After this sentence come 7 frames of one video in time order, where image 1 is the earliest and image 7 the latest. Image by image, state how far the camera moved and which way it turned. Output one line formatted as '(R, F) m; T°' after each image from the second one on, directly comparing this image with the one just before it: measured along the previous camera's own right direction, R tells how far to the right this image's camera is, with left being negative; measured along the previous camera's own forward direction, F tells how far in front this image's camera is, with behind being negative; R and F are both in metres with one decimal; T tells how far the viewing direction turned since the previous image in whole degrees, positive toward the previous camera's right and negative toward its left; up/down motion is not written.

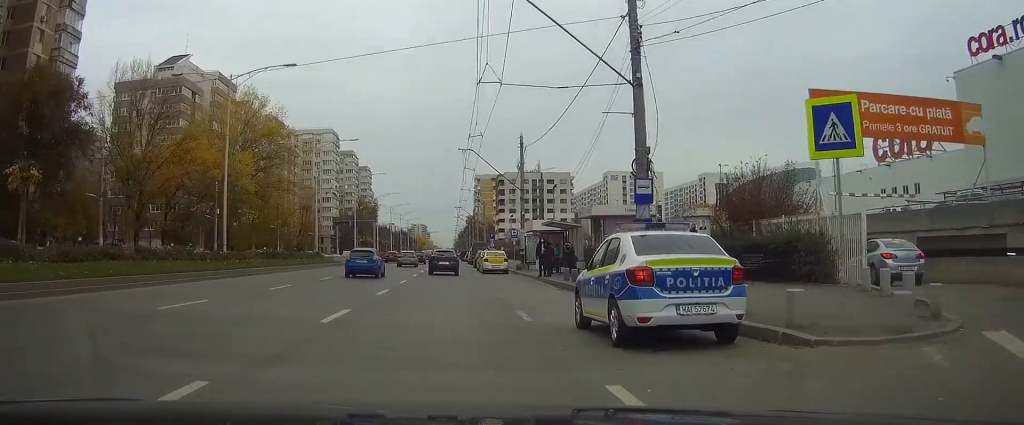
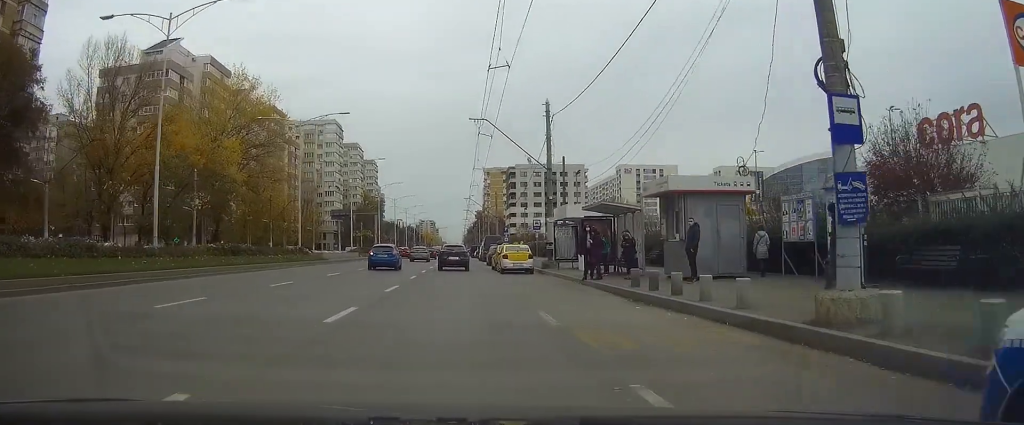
(0.0, +9.3) m; -1°
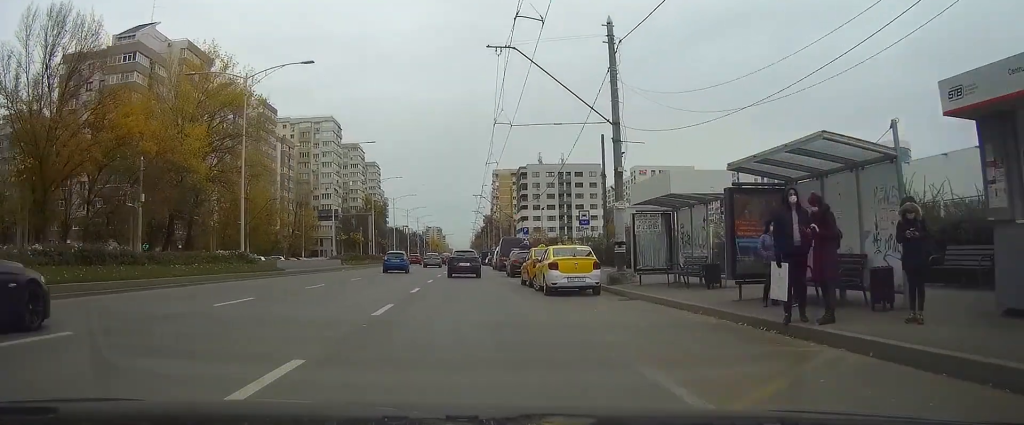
(-0.3, +15.6) m; -1°
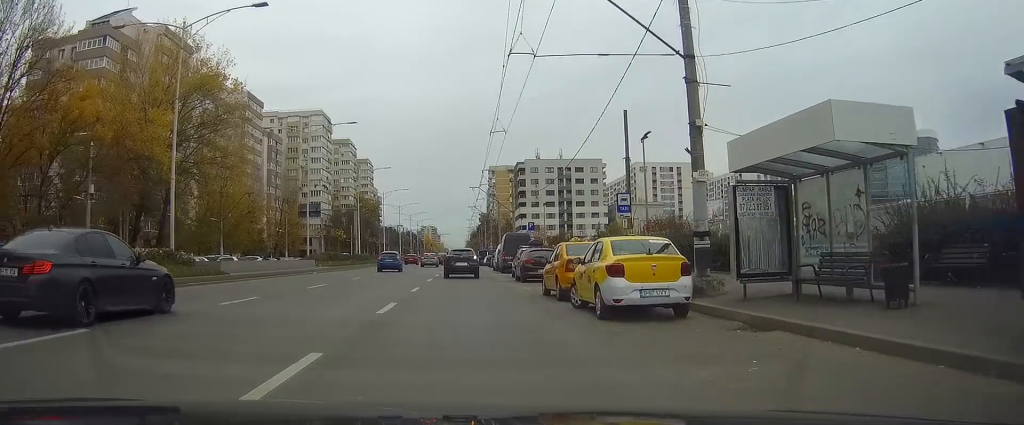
(-0.1, +8.7) m; +1°
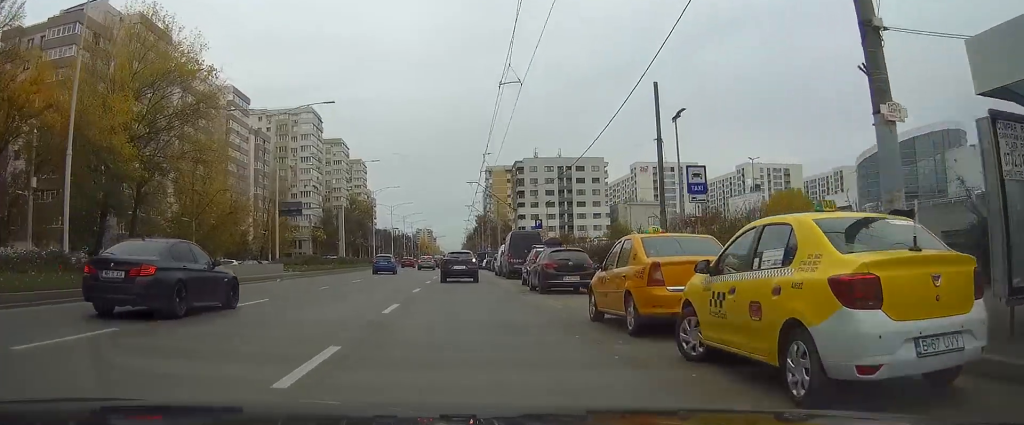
(+0.2, +8.0) m; 0°
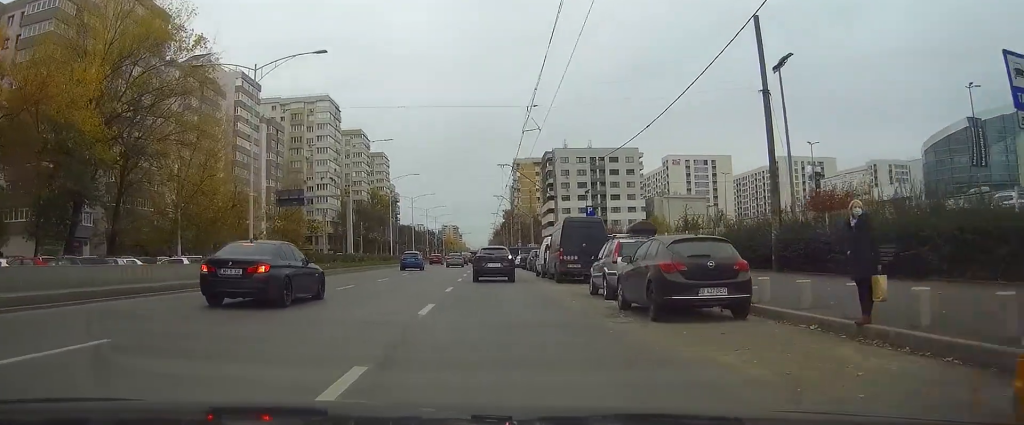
(-0.1, +10.5) m; -1°
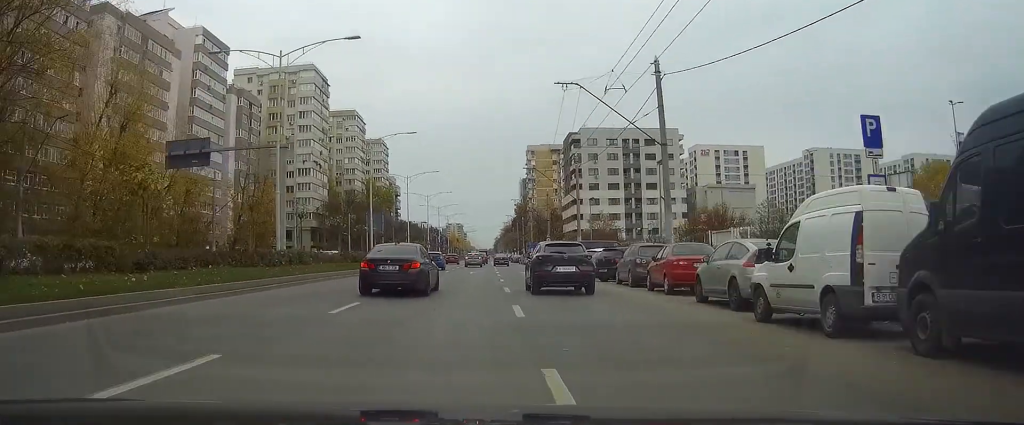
(-0.5, +27.1) m; 0°
